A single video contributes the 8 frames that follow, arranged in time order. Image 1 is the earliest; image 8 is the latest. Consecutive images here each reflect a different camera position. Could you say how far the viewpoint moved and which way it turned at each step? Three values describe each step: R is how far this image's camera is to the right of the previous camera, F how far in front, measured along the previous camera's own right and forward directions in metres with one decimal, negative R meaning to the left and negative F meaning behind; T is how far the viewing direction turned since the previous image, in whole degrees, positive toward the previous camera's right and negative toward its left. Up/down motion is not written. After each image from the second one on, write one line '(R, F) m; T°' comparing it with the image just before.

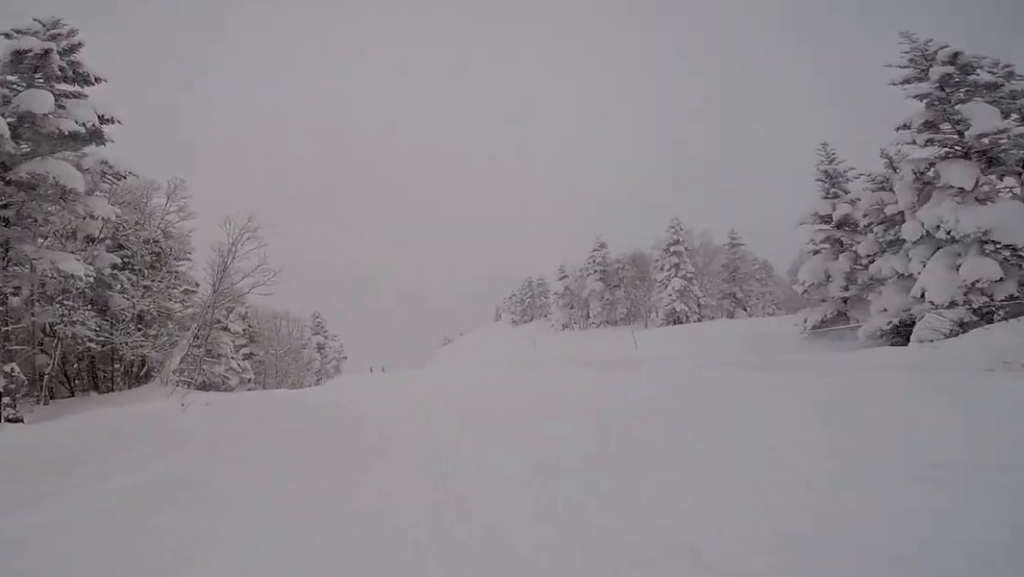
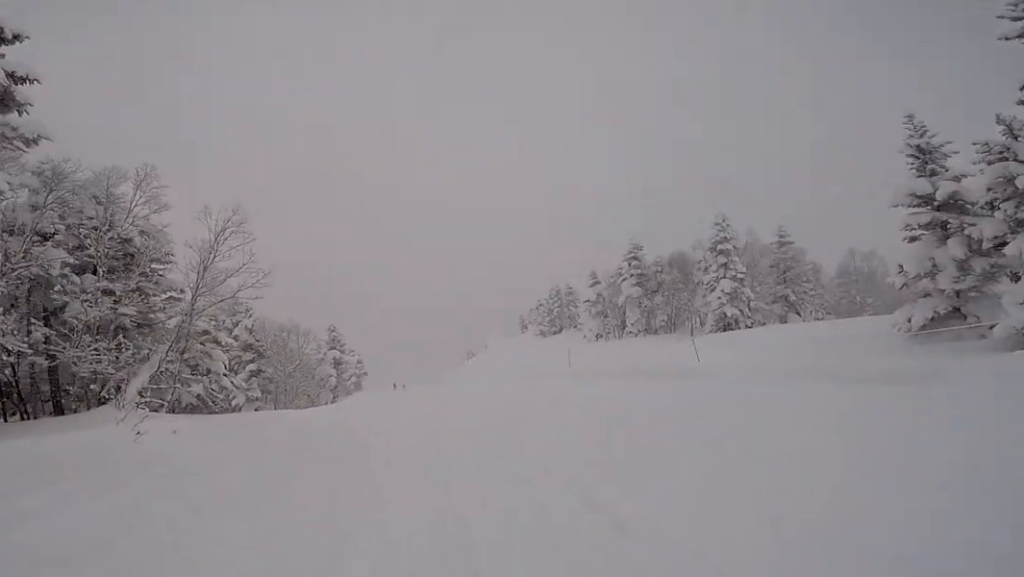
(0.0, +2.7) m; 0°
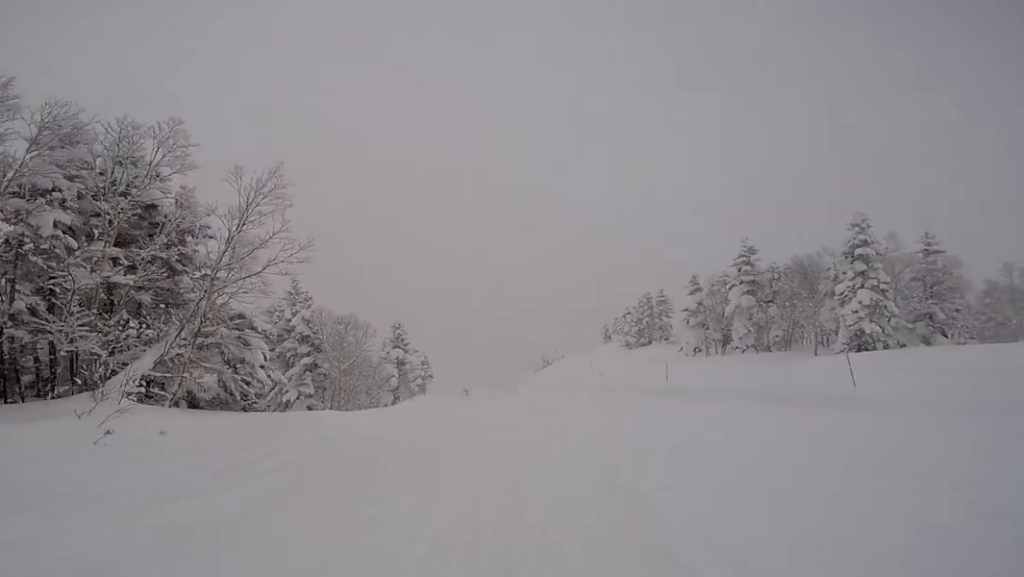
(0.0, +2.9) m; 0°
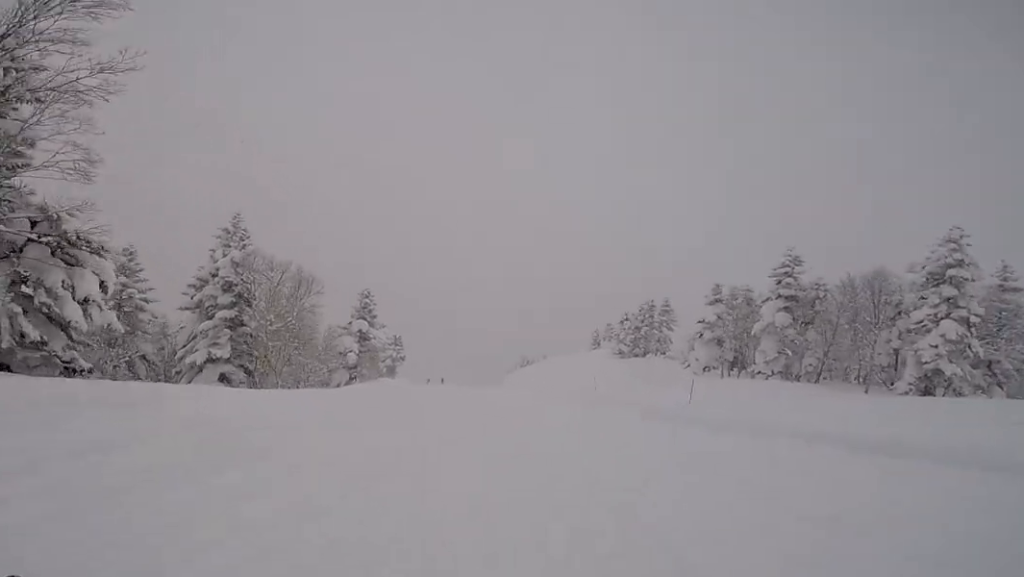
(0.0, +6.1) m; -3°
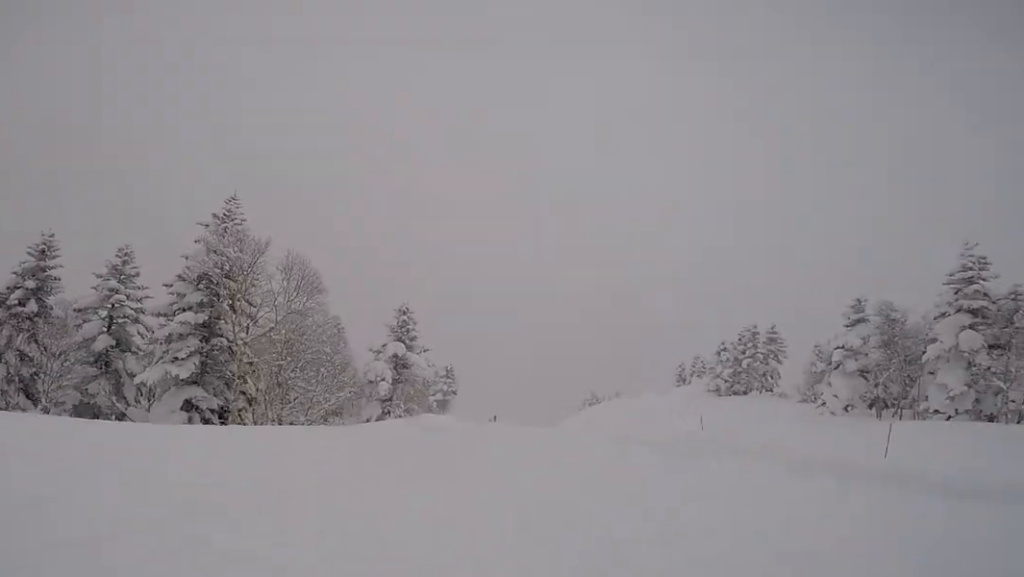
(-0.4, +5.9) m; -9°
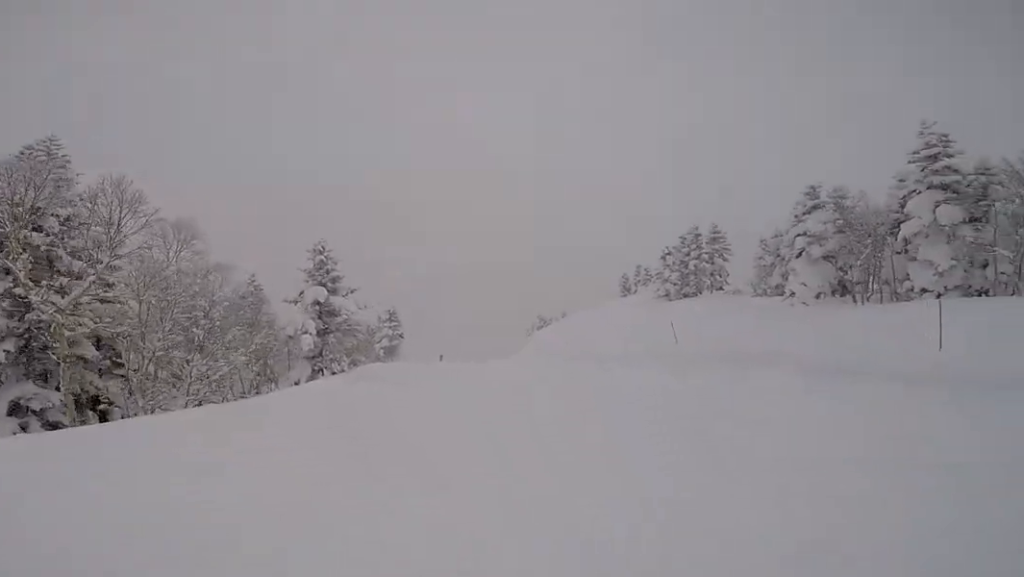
(-0.5, +3.9) m; +2°
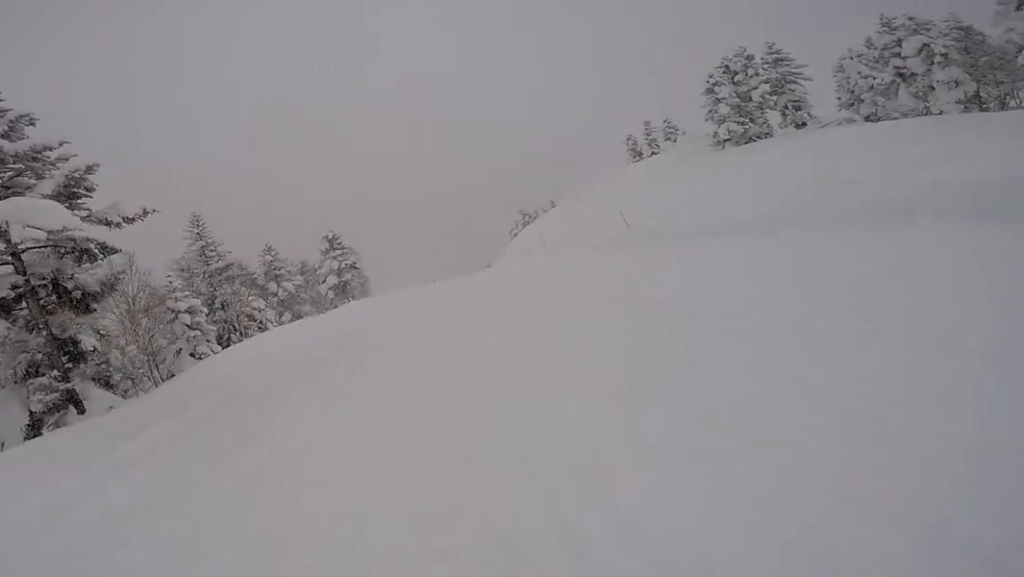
(+1.4, +15.0) m; -1°
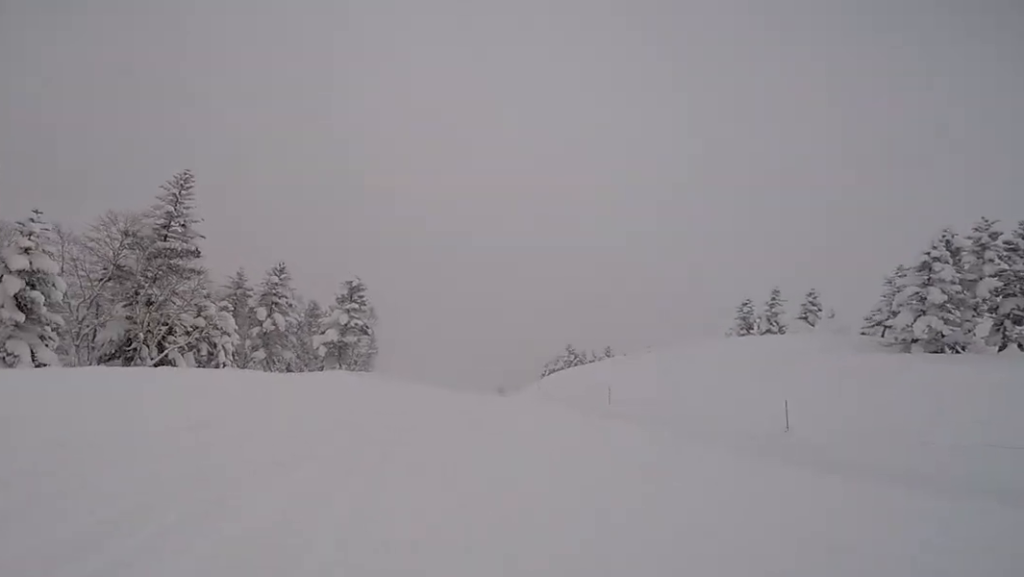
(+0.2, +8.6) m; +1°
